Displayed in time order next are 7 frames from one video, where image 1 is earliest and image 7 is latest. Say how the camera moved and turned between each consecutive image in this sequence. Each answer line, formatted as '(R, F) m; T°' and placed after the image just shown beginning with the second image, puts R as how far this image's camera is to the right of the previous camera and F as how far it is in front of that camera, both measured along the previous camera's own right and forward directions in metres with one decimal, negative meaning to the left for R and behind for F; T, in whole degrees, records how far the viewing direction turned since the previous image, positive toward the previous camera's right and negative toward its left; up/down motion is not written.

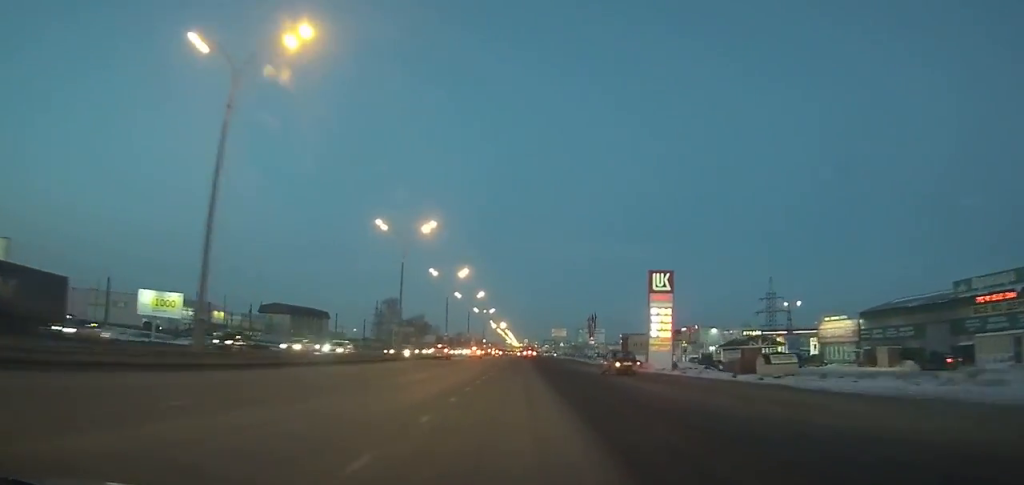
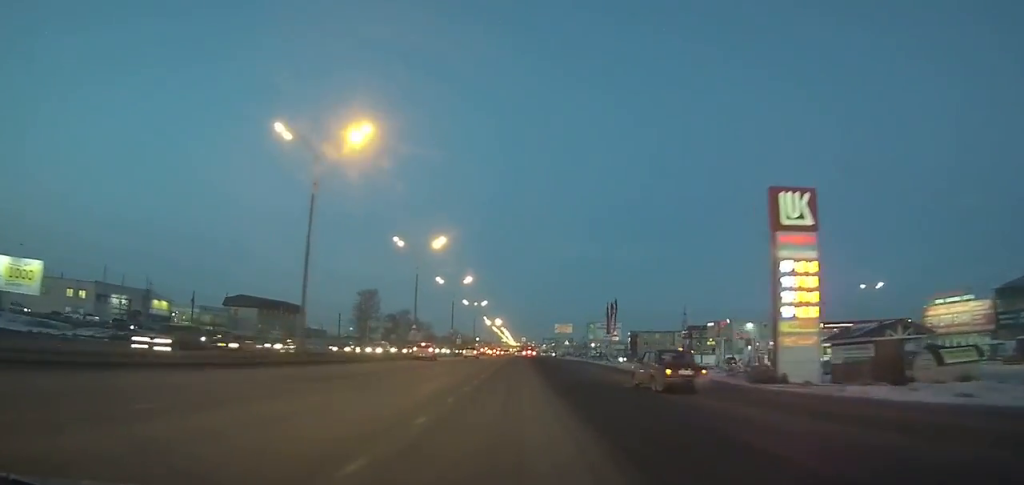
(0.0, +24.6) m; 0°
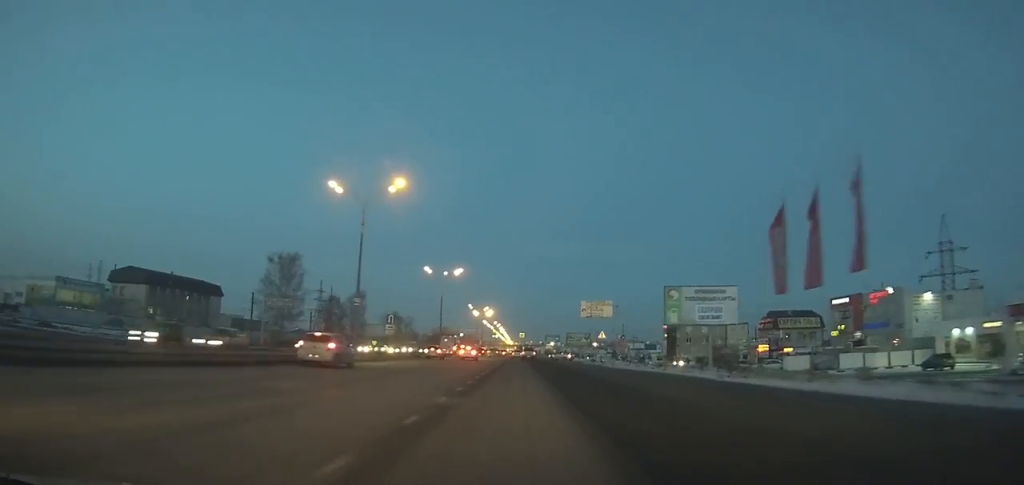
(+0.2, +57.5) m; 0°
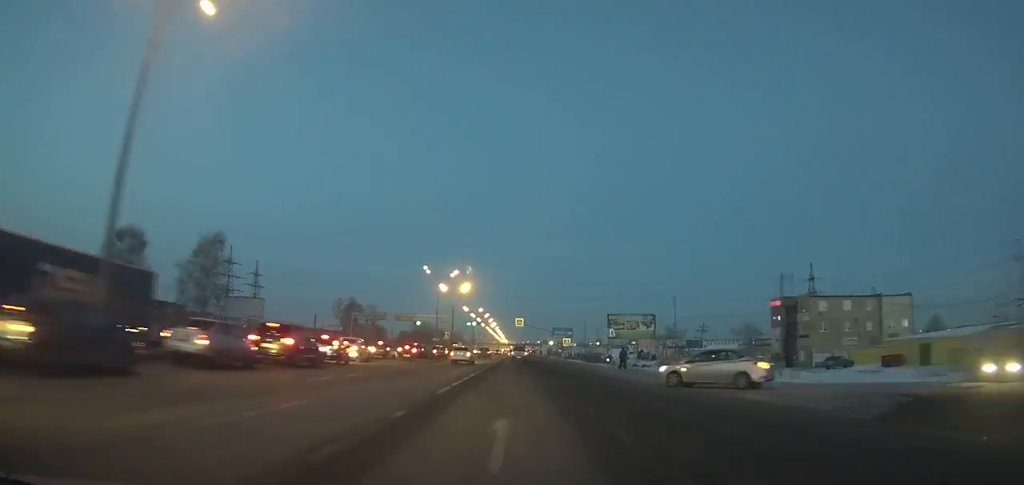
(+0.1, +74.3) m; 0°
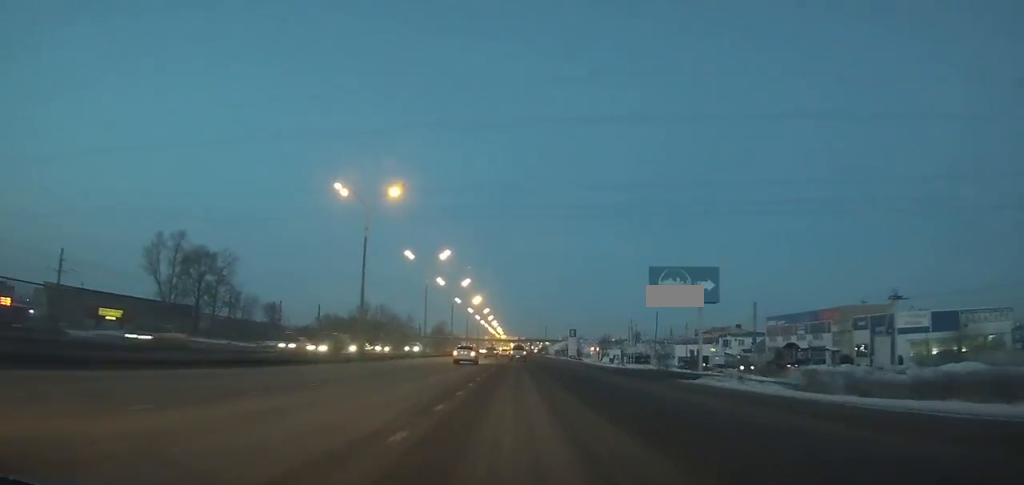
(-0.5, +122.1) m; 0°
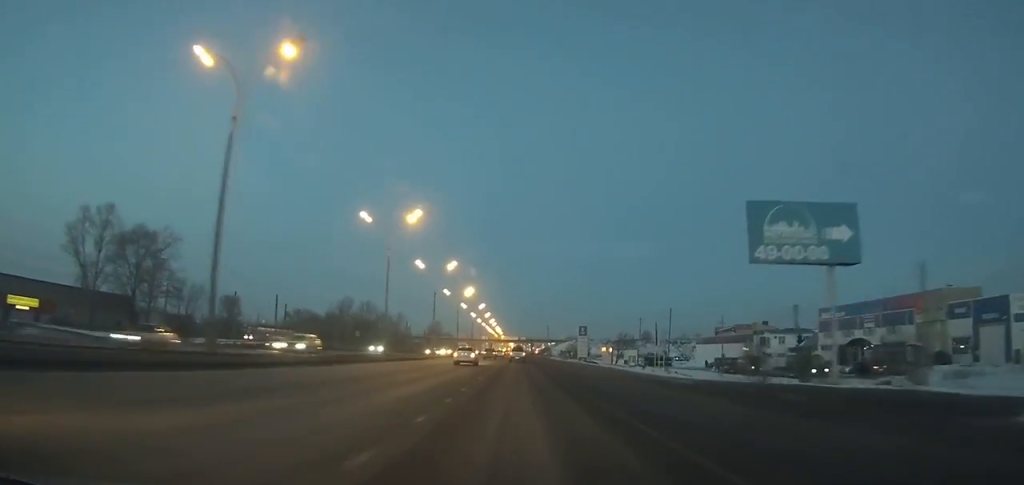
(0.0, +22.9) m; 0°
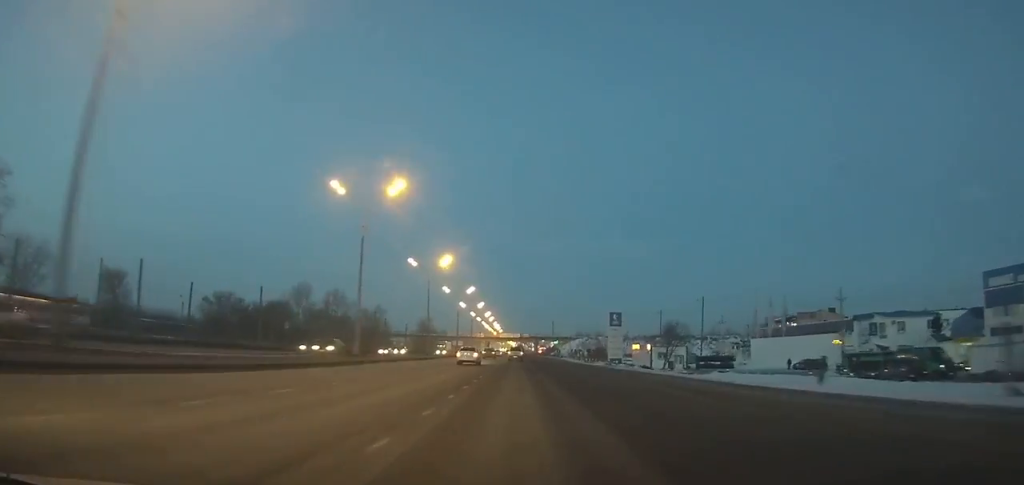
(-0.1, +39.5) m; 0°
